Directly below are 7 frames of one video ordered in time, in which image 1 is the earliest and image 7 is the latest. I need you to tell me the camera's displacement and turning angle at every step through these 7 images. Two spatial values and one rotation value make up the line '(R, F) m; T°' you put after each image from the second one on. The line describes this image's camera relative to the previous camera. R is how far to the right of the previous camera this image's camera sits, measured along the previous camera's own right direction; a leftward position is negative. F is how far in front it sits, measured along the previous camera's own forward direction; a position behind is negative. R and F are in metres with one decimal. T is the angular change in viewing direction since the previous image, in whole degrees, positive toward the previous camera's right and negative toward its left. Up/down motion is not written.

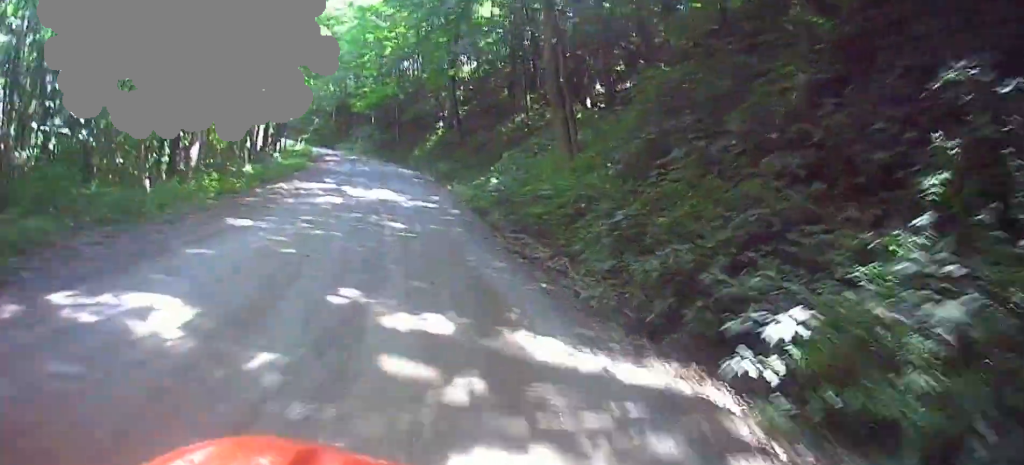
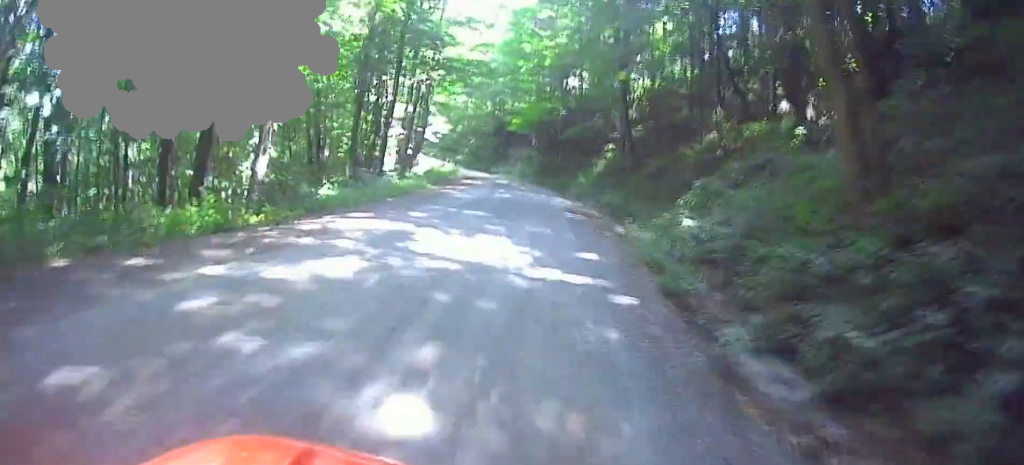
(+0.6, +5.3) m; +2°
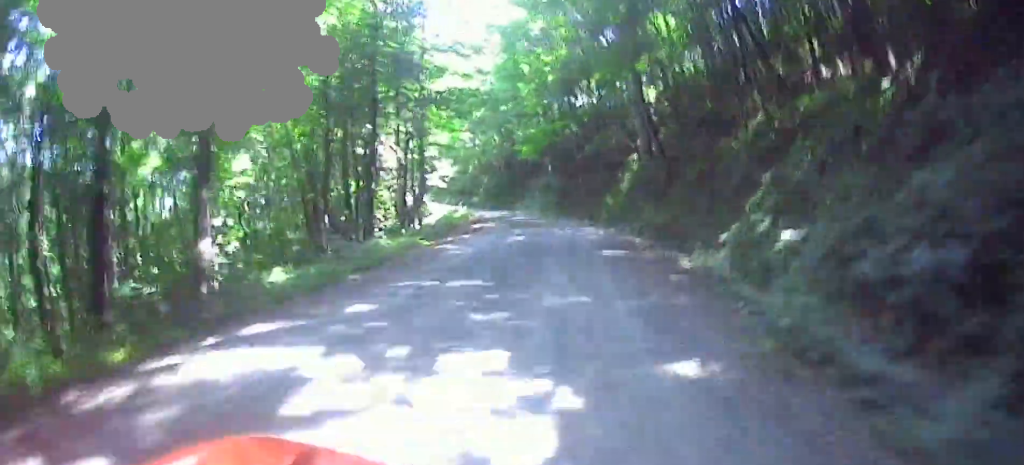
(+0.1, +3.0) m; -4°
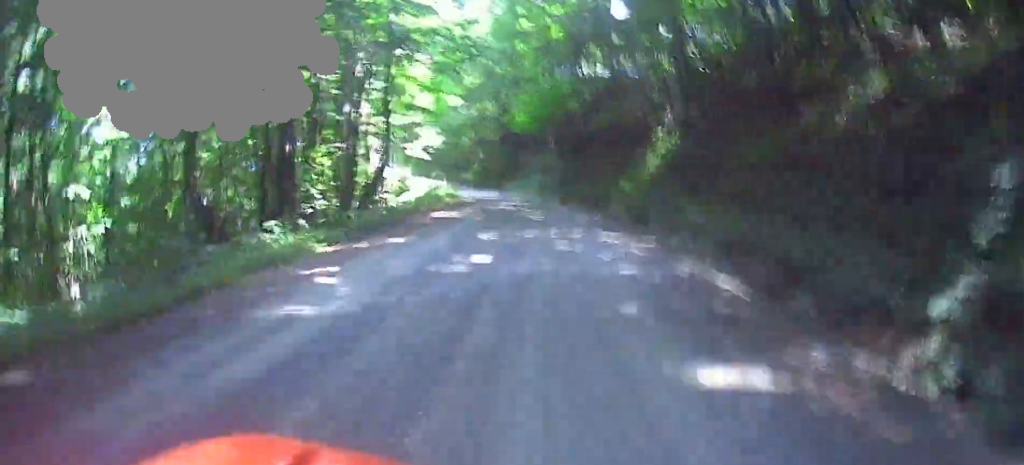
(-0.2, +4.6) m; -15°
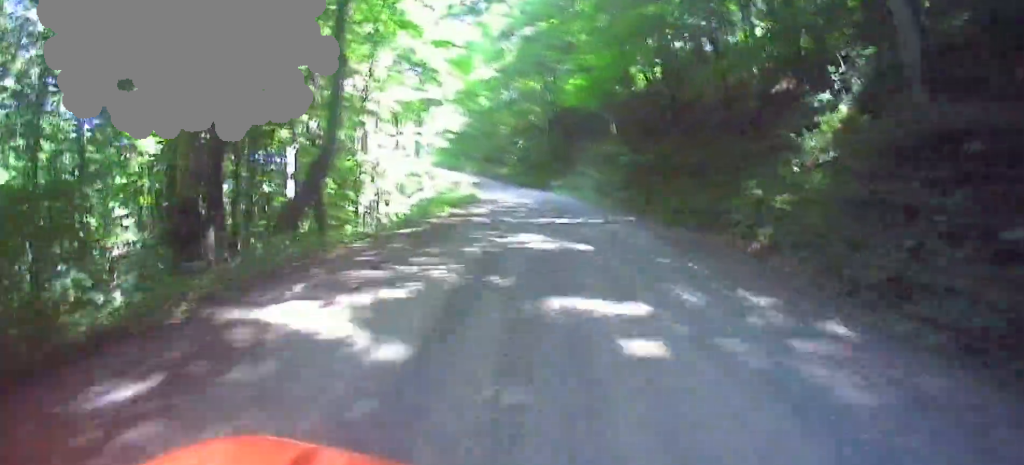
(-1.6, +6.4) m; -18°
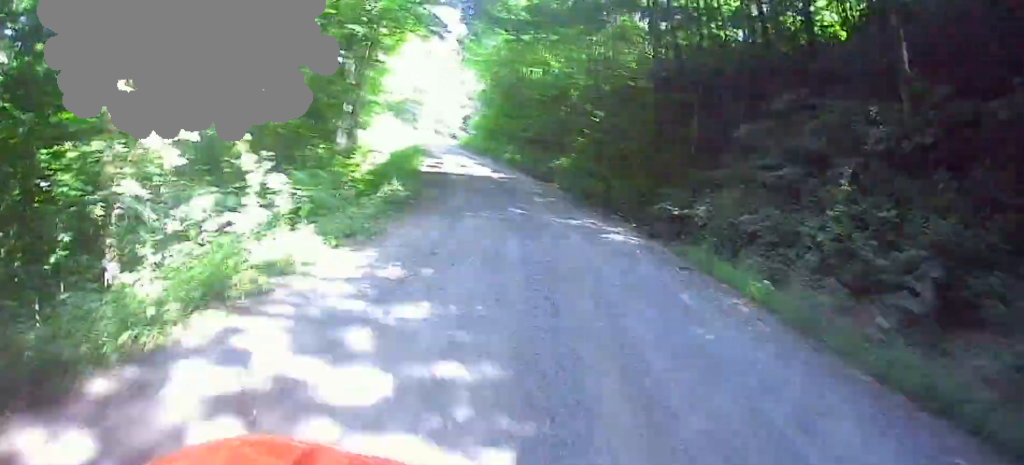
(-3.6, +13.9) m; -34°
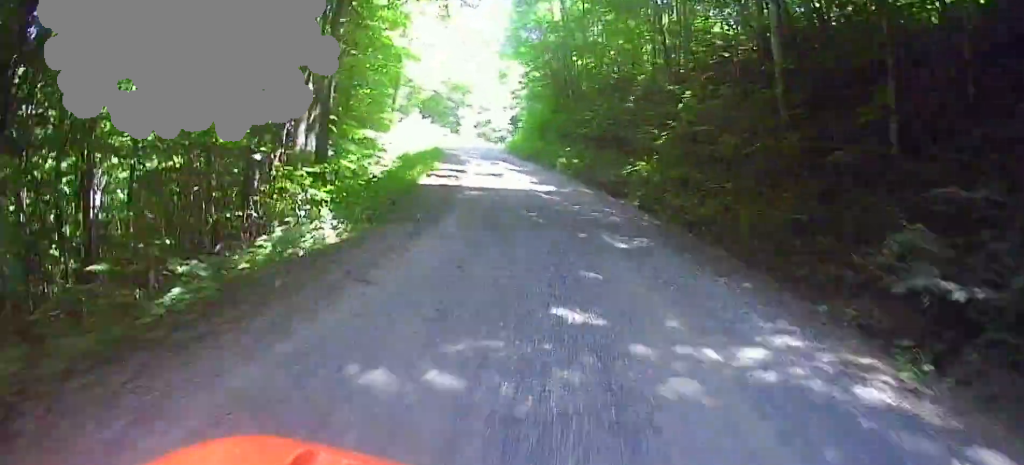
(-0.6, +6.4) m; -4°
